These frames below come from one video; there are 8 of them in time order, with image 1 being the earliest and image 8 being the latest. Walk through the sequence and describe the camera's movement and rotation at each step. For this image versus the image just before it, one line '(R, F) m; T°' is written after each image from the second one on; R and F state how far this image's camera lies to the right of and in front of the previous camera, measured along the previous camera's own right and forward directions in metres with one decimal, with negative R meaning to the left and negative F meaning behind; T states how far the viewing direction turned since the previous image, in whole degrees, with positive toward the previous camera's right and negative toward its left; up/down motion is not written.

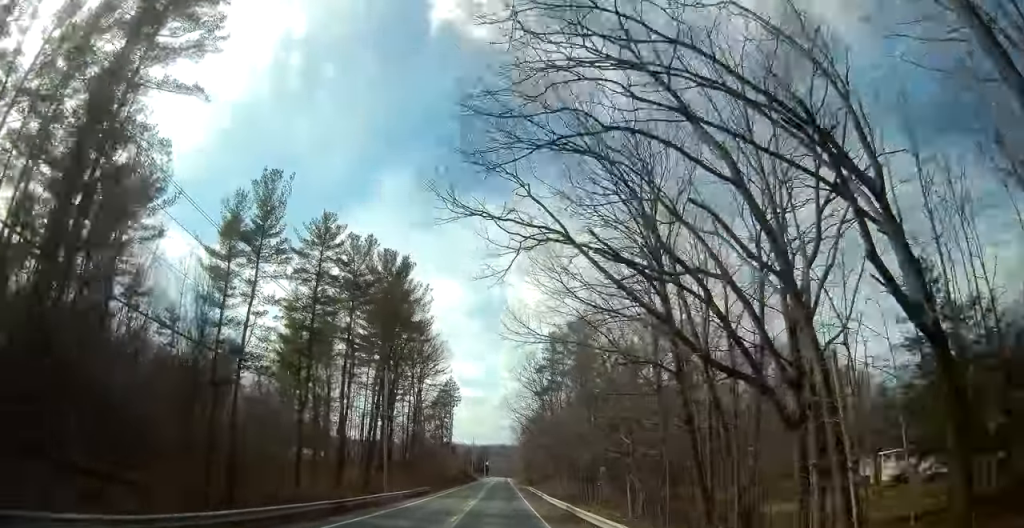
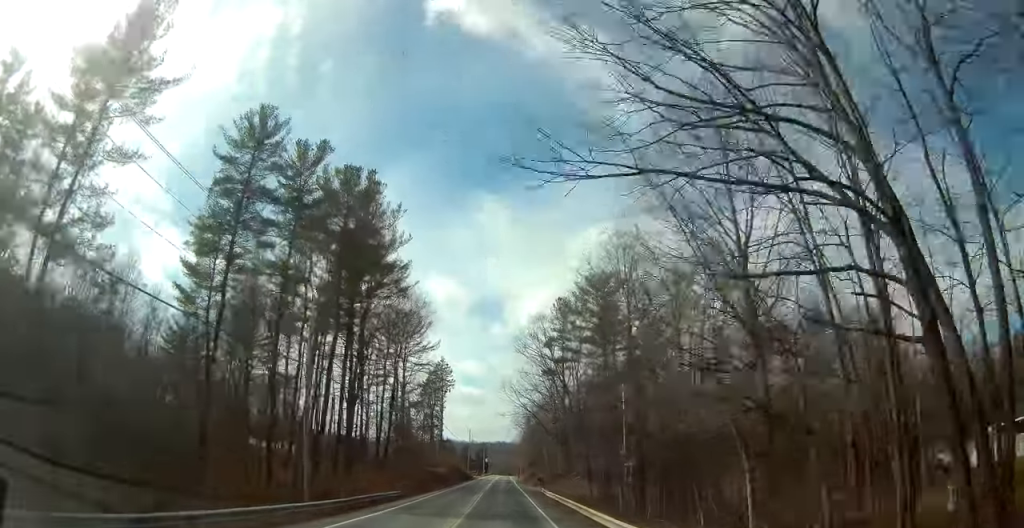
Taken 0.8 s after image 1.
(0.0, +19.1) m; 0°
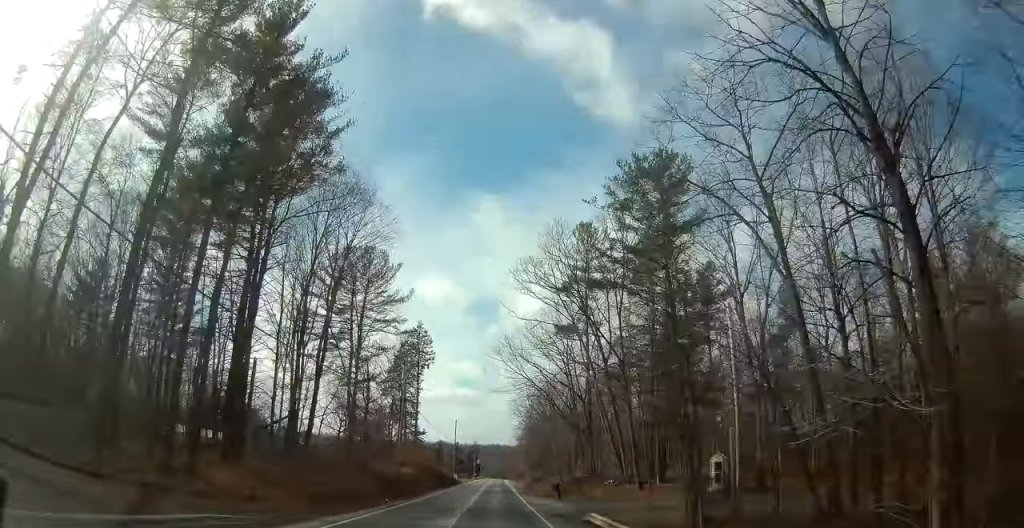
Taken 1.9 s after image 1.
(+0.1, +27.0) m; 0°
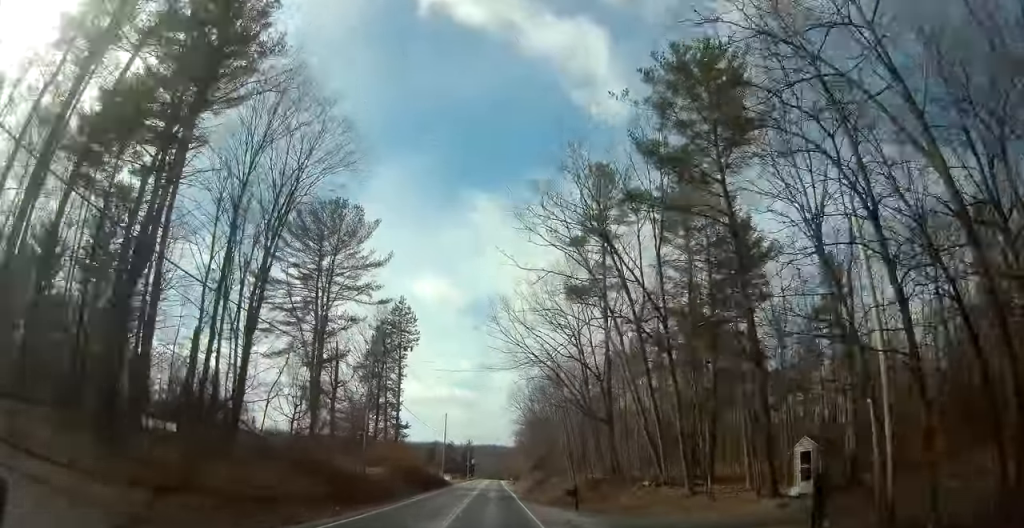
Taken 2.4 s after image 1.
(+0.2, +12.2) m; 0°
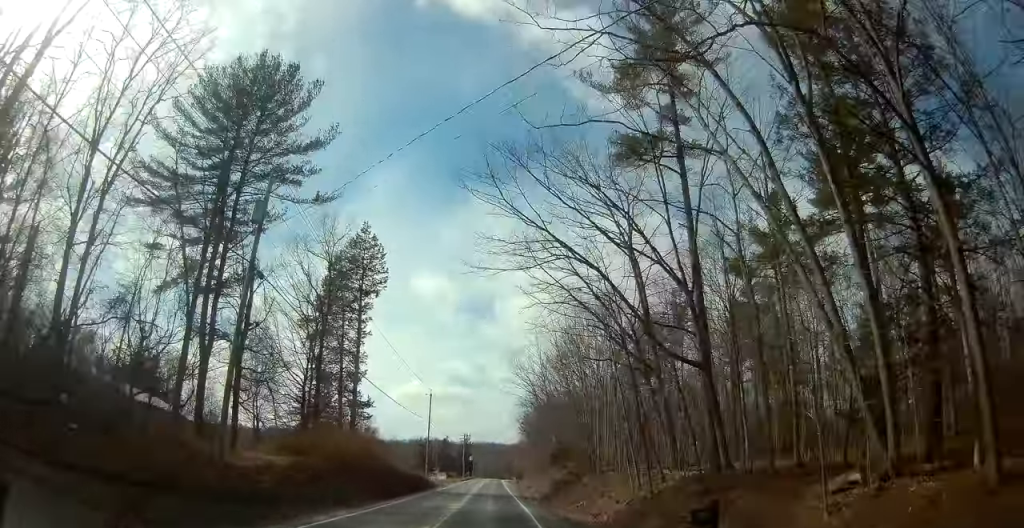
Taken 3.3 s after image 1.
(-0.5, +21.7) m; 0°
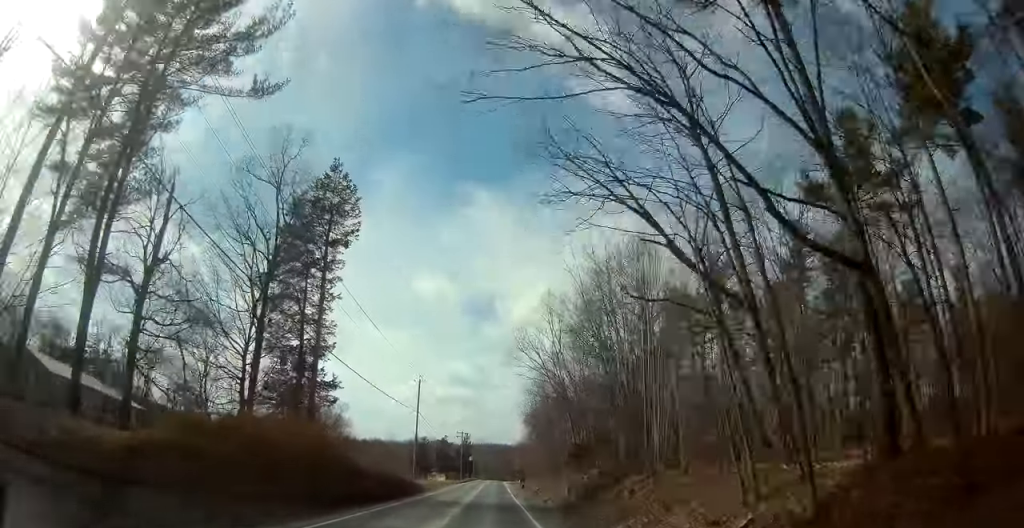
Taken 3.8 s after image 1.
(+0.1, +12.0) m; 0°
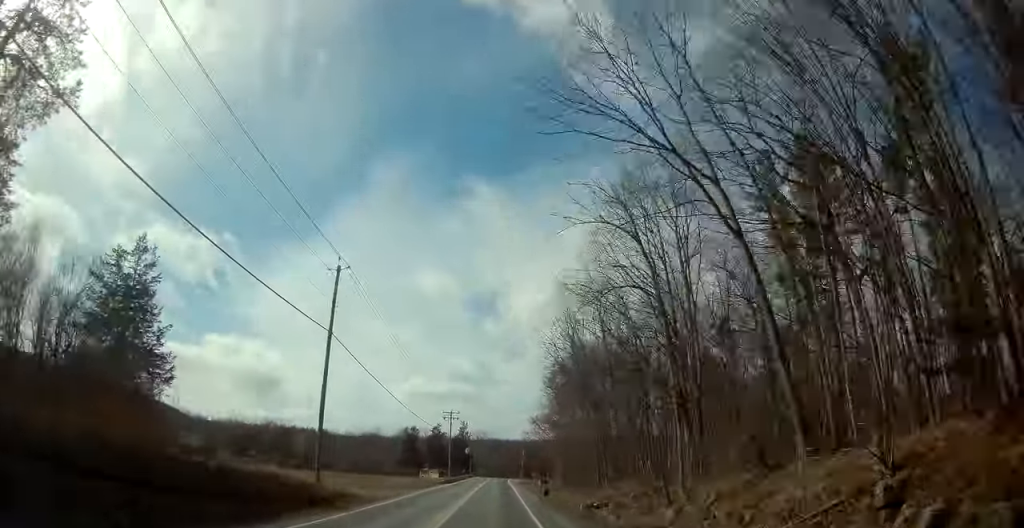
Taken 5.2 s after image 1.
(+0.3, +33.6) m; 0°
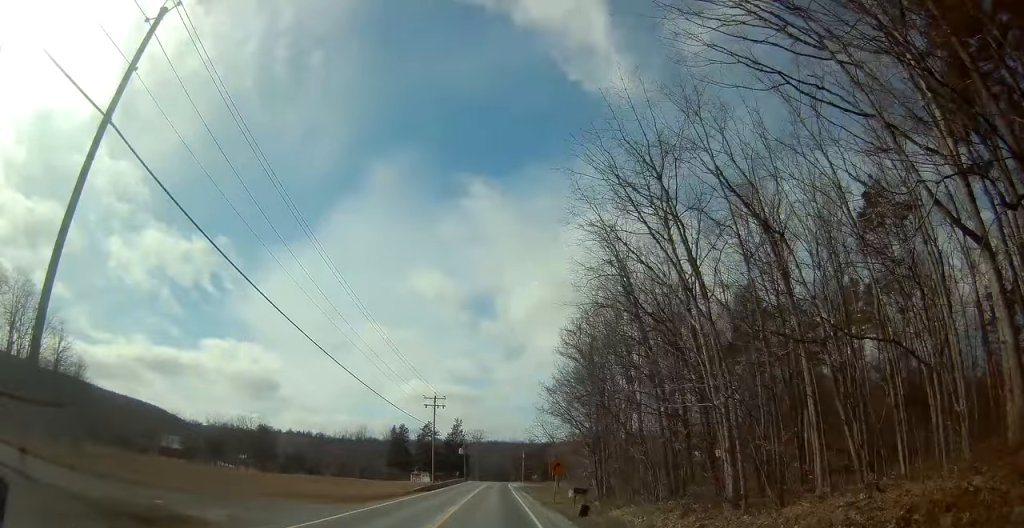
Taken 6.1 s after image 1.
(0.0, +19.0) m; 0°
